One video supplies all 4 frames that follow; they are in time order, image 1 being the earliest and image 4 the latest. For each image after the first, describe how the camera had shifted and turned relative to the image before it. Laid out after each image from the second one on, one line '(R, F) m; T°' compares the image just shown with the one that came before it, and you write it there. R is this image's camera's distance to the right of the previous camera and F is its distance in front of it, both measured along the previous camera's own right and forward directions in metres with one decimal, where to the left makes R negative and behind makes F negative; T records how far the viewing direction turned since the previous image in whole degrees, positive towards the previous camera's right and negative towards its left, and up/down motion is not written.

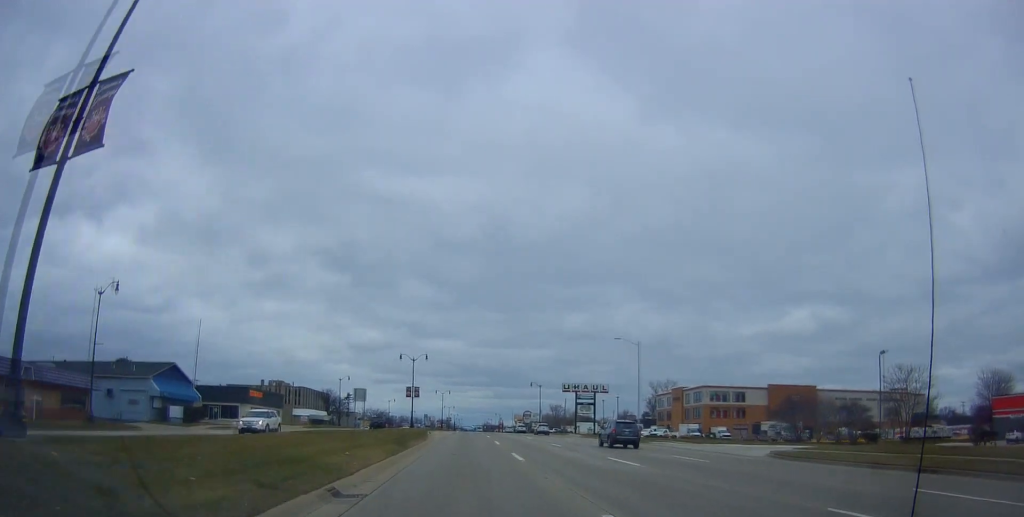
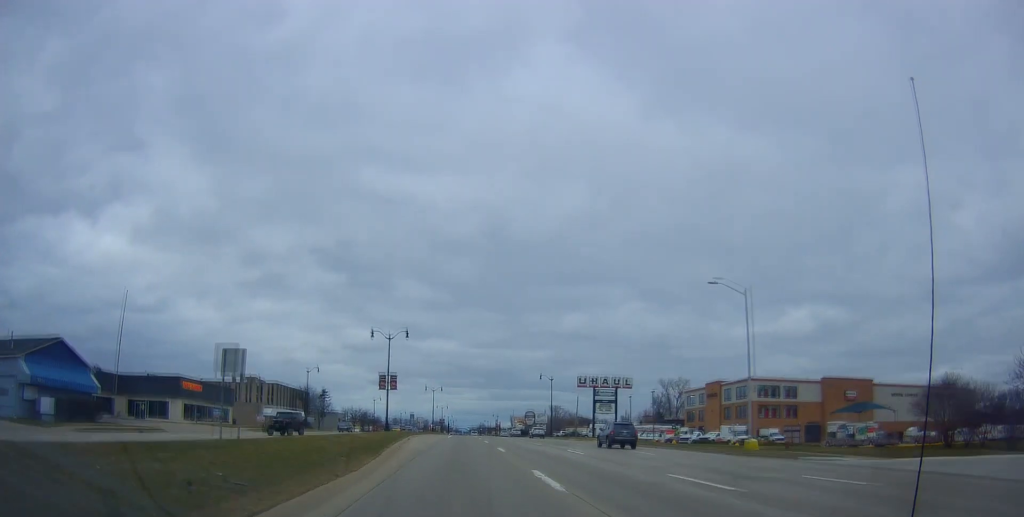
(0.0, +22.8) m; +1°
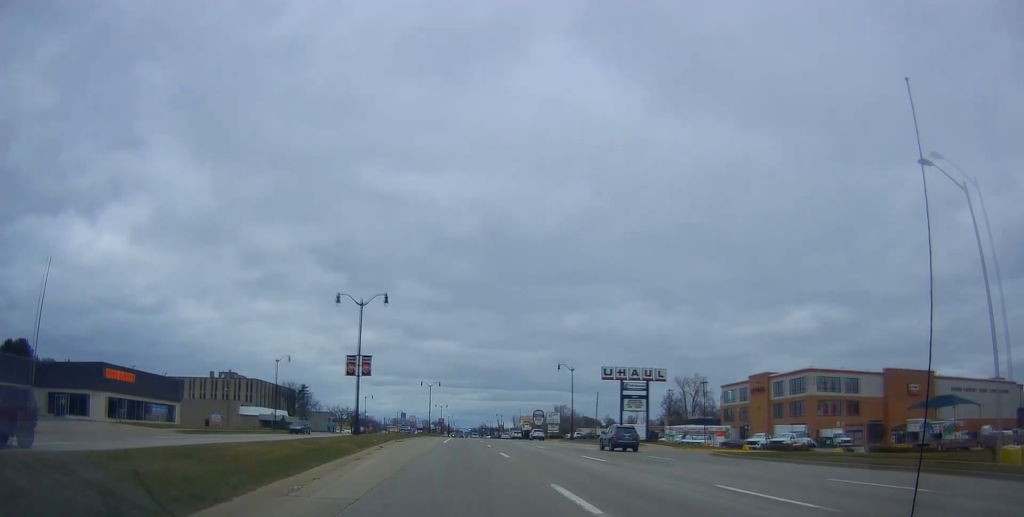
(+0.3, +18.3) m; 0°
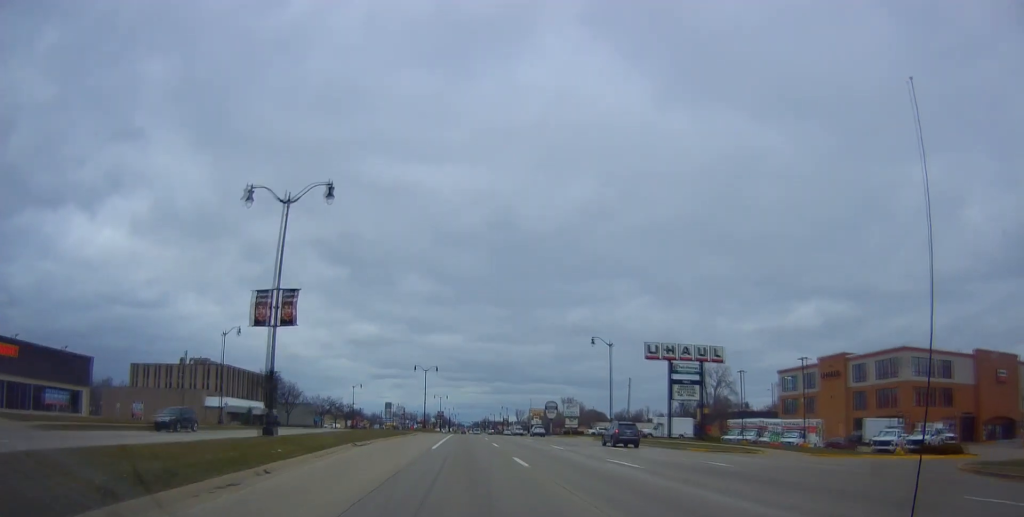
(-0.5, +20.9) m; -1°
